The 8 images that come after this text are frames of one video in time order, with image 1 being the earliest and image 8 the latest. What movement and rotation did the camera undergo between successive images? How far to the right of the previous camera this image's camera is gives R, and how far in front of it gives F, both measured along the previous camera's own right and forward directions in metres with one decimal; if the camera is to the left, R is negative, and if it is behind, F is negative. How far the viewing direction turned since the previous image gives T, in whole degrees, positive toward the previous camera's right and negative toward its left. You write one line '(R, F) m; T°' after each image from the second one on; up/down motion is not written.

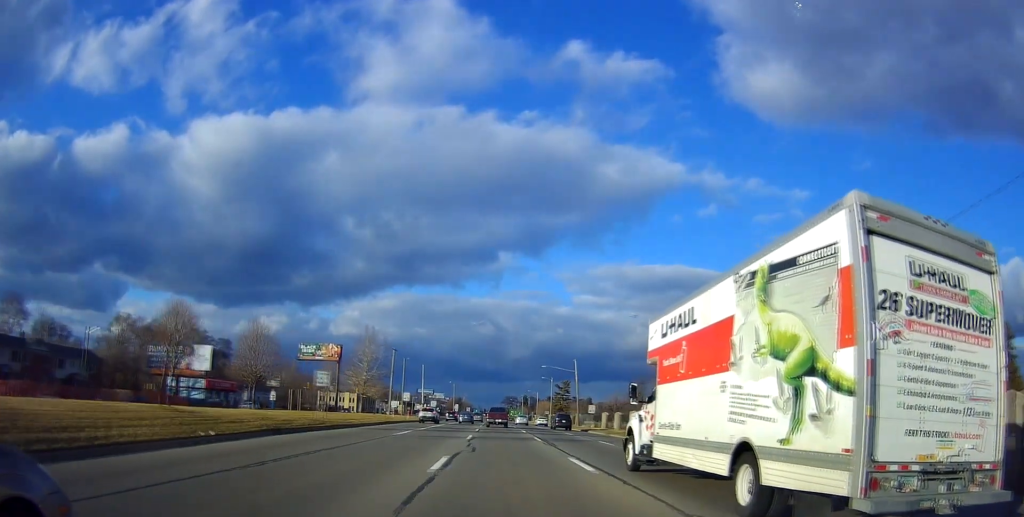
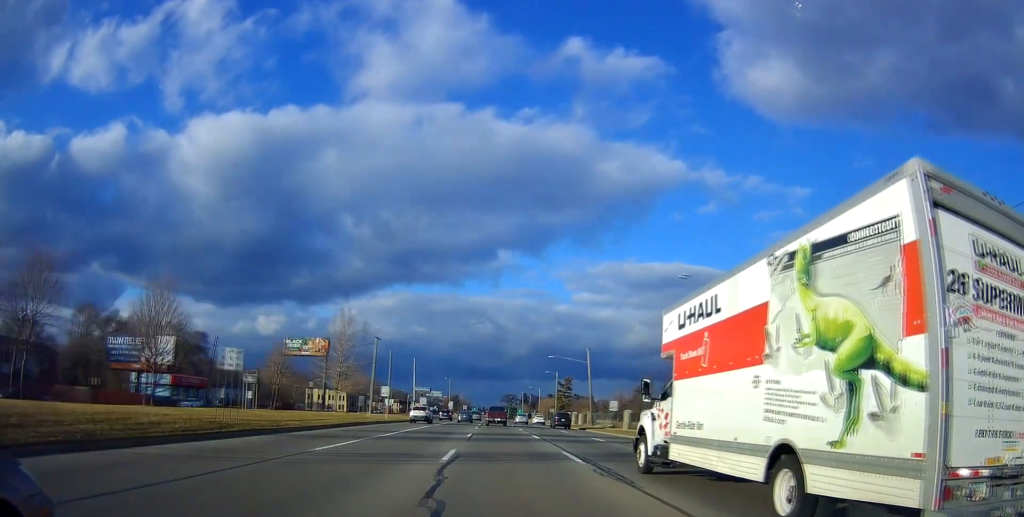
(-0.2, +13.2) m; 0°
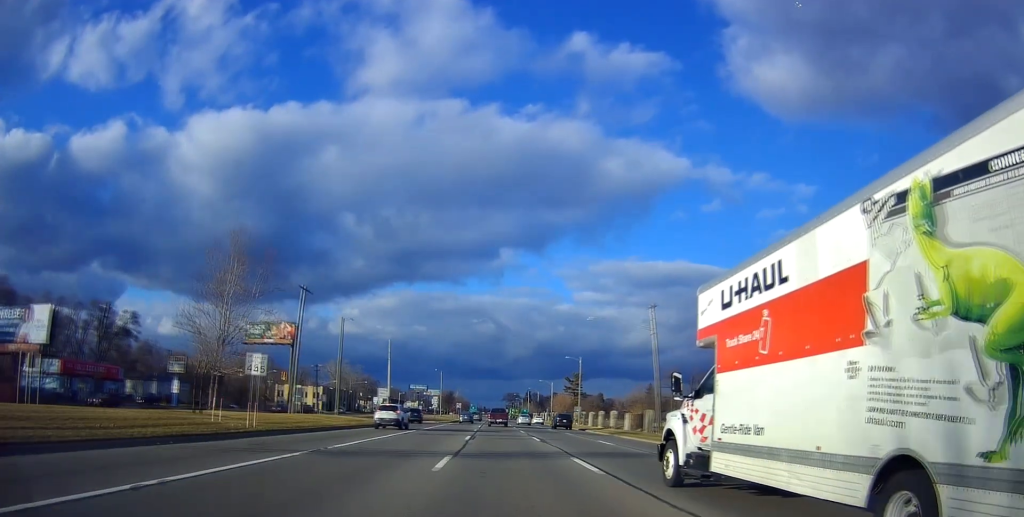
(+0.2, +32.4) m; 0°
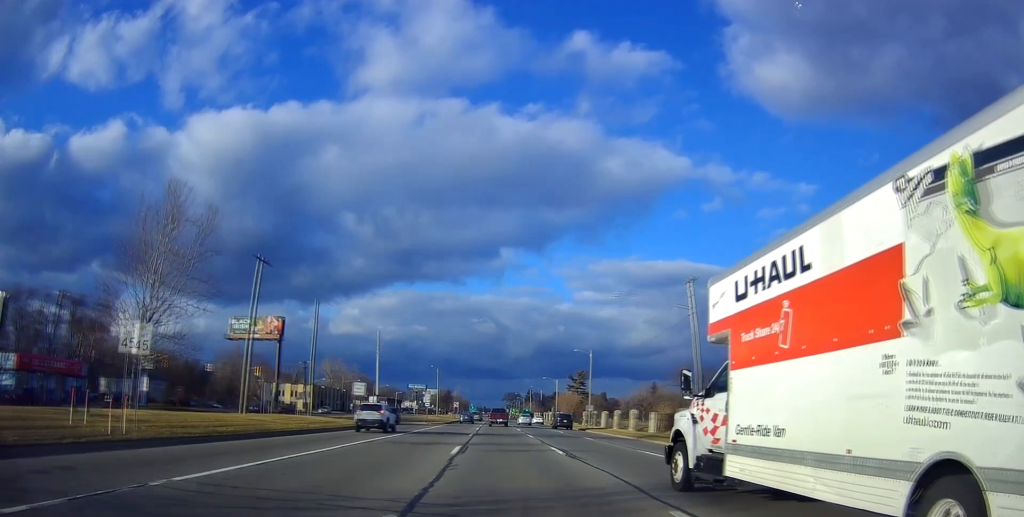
(-0.1, +9.9) m; 0°
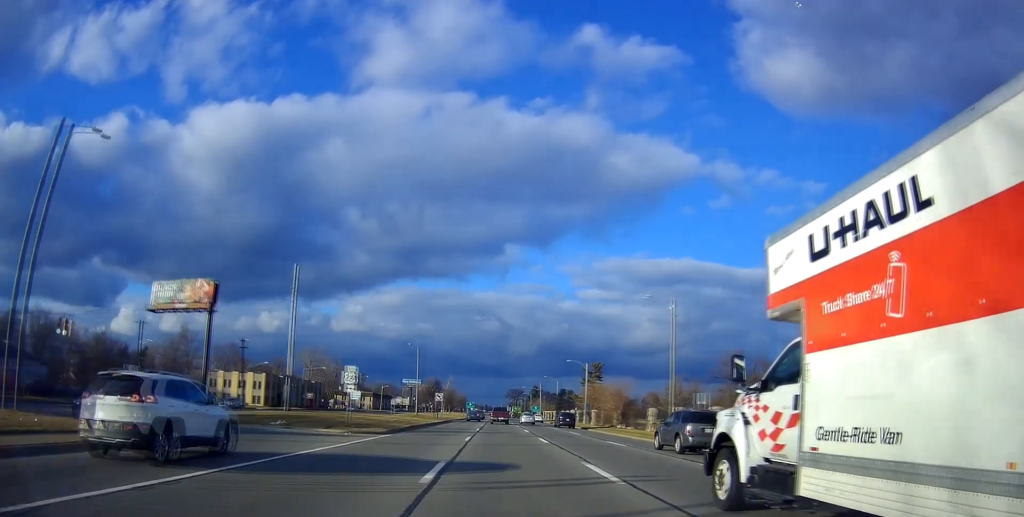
(-0.4, +38.1) m; +1°
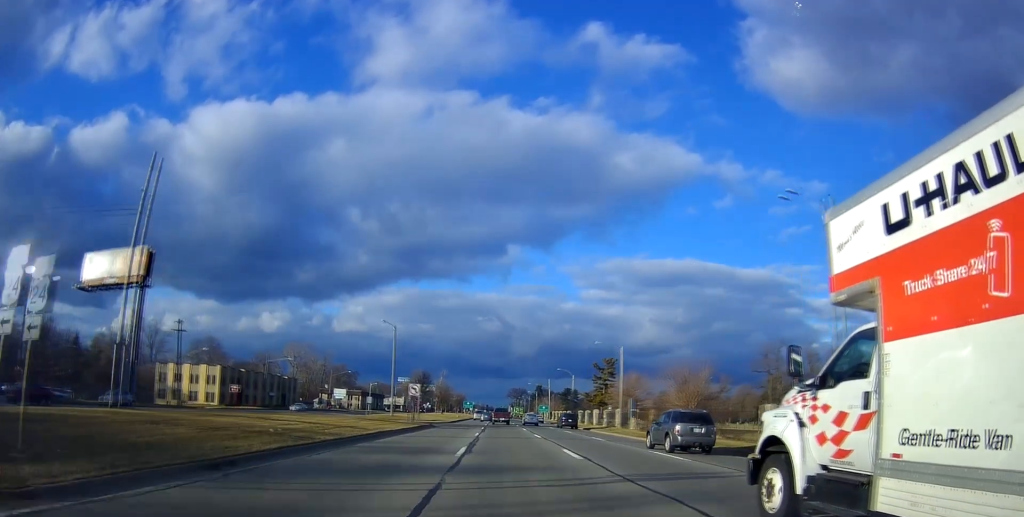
(+0.4, +24.1) m; -1°
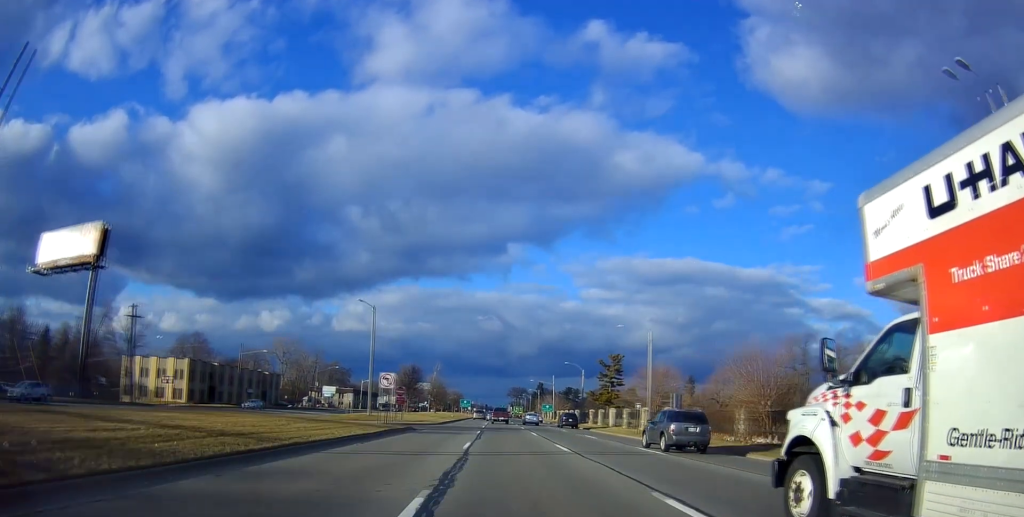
(-0.4, +12.5) m; -1°
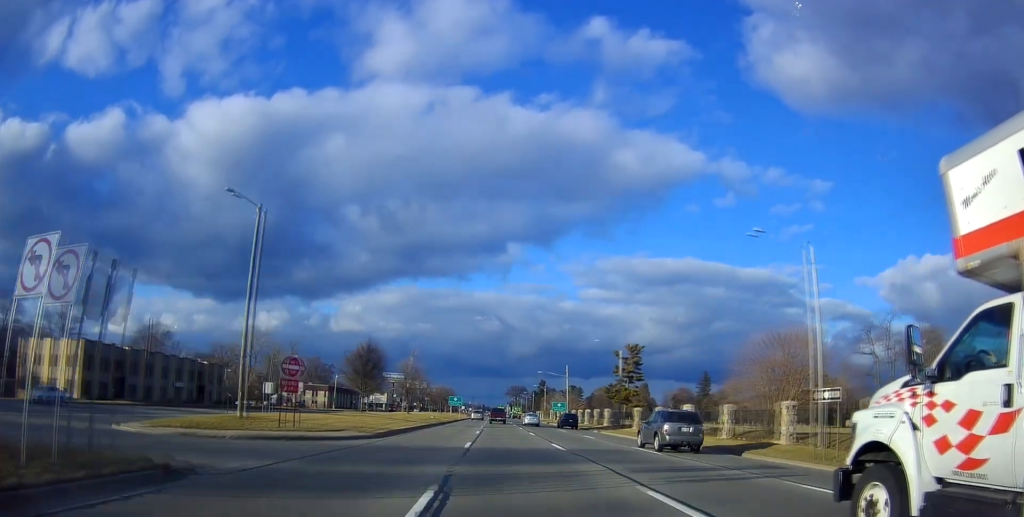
(-0.5, +29.7) m; 0°
